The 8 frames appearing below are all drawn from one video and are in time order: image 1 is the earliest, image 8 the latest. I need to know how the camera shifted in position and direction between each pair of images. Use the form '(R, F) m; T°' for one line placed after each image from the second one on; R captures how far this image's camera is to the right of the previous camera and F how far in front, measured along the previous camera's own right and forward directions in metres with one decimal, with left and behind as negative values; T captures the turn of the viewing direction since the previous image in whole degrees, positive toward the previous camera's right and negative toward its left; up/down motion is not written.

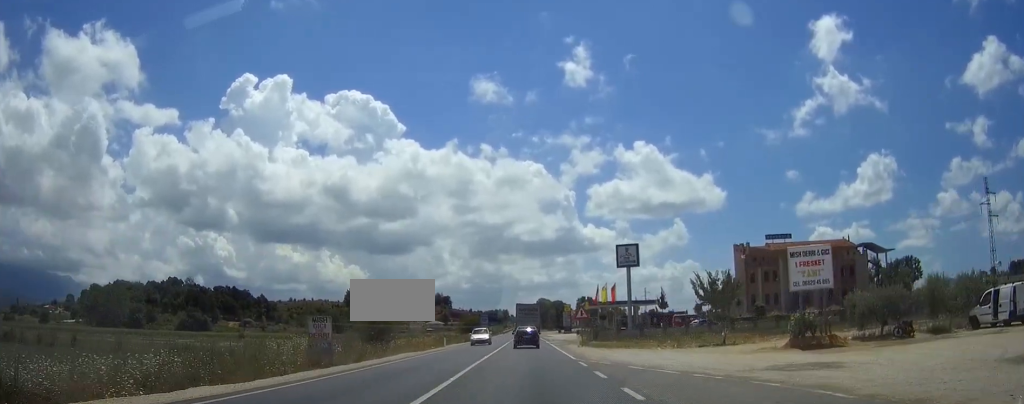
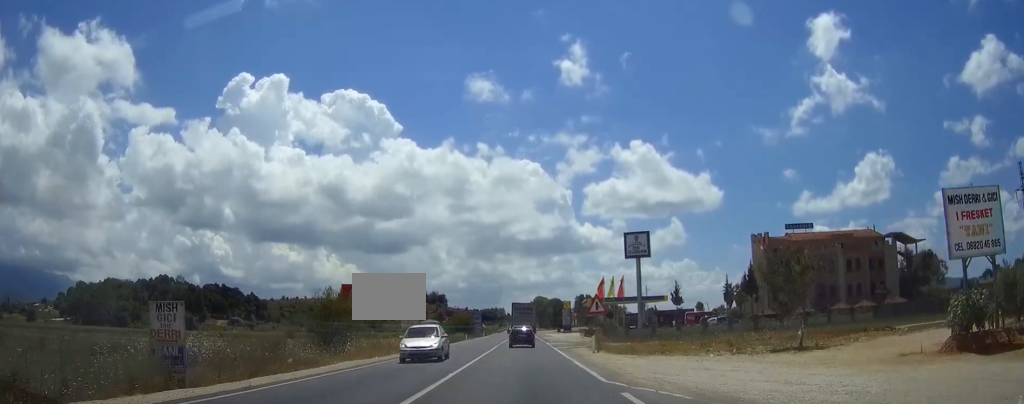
(+0.1, +12.6) m; +1°
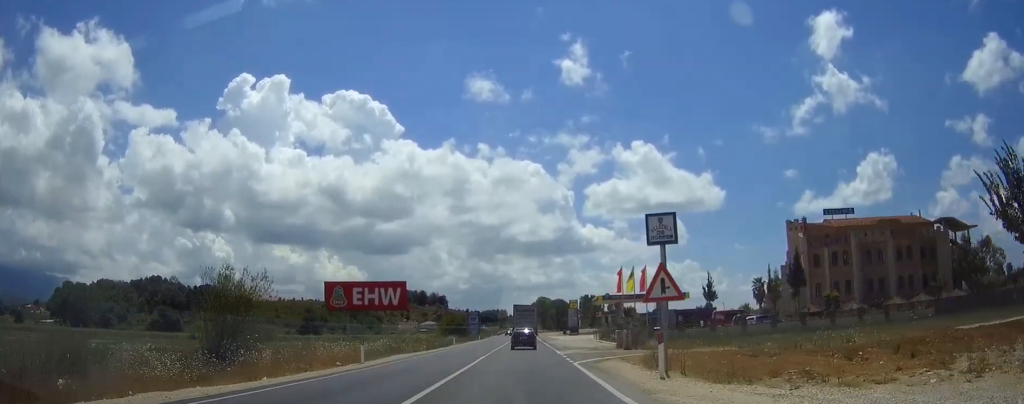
(+0.1, +16.5) m; 0°
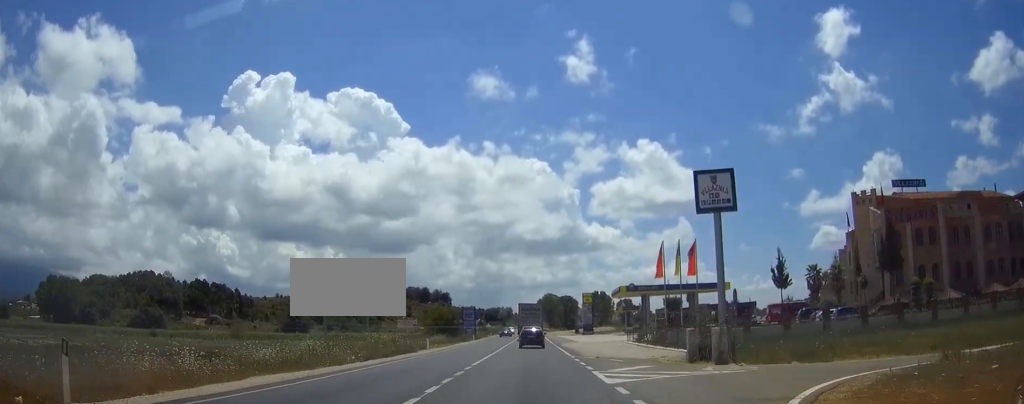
(-0.2, +21.3) m; -1°
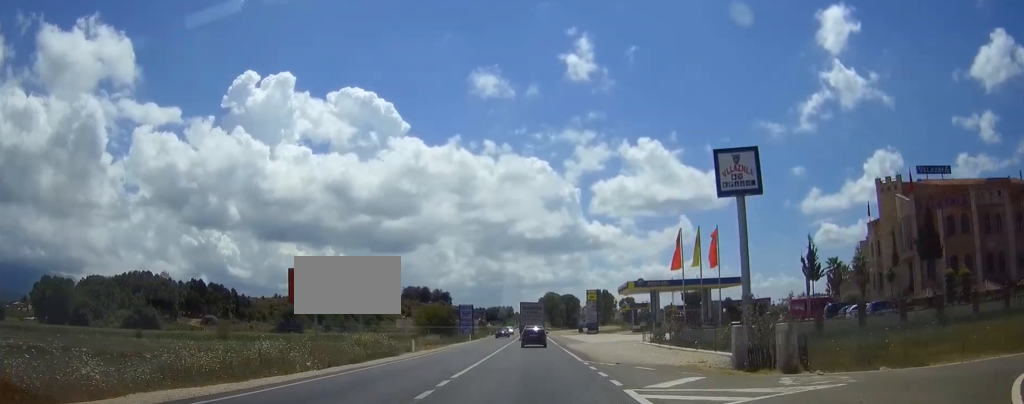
(0.0, +6.6) m; 0°
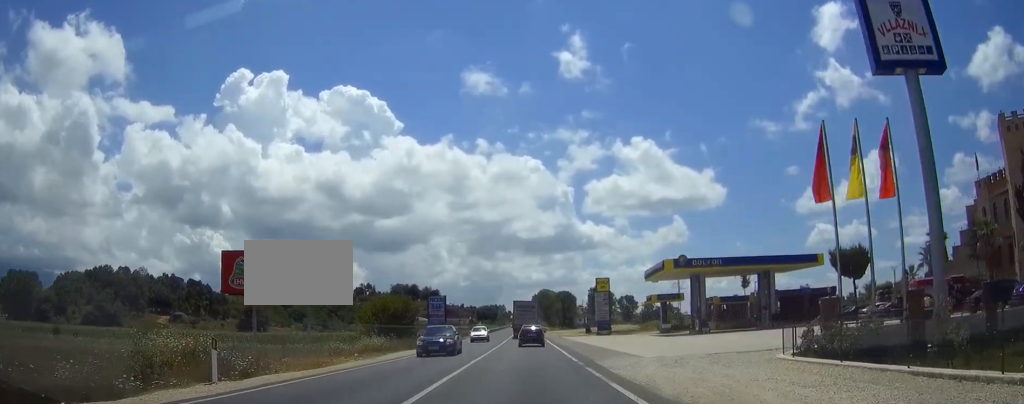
(+0.1, +26.8) m; +1°
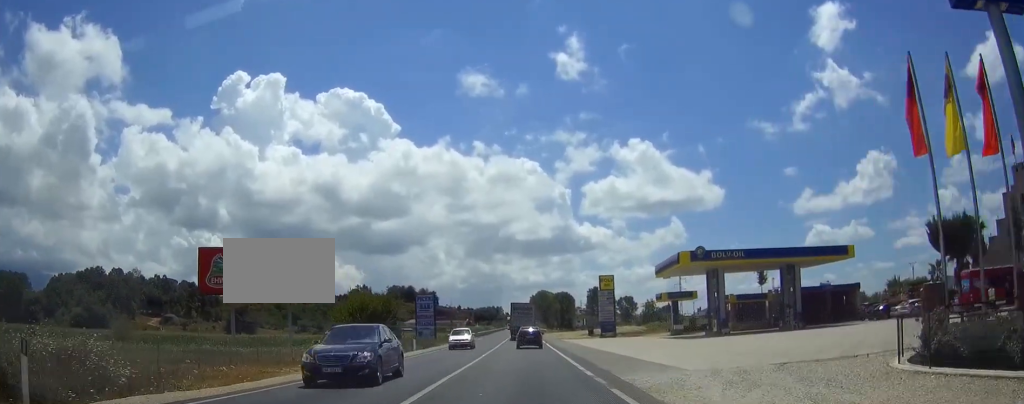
(0.0, +7.1) m; 0°
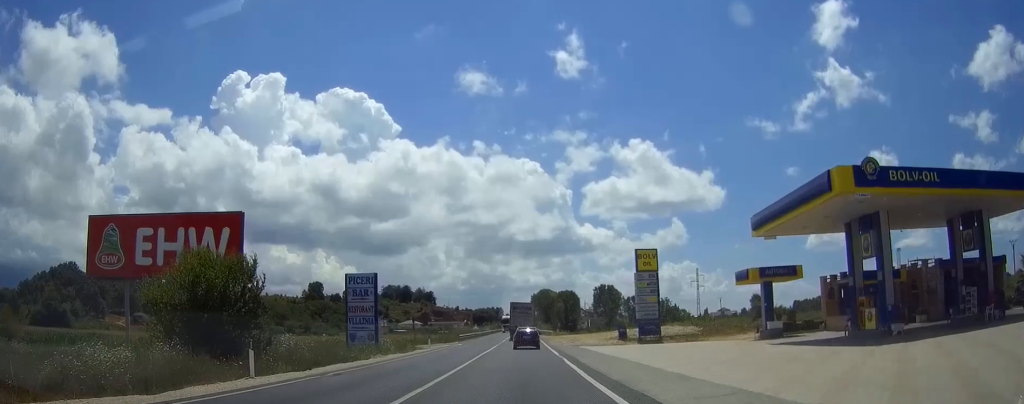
(-0.1, +28.0) m; 0°
